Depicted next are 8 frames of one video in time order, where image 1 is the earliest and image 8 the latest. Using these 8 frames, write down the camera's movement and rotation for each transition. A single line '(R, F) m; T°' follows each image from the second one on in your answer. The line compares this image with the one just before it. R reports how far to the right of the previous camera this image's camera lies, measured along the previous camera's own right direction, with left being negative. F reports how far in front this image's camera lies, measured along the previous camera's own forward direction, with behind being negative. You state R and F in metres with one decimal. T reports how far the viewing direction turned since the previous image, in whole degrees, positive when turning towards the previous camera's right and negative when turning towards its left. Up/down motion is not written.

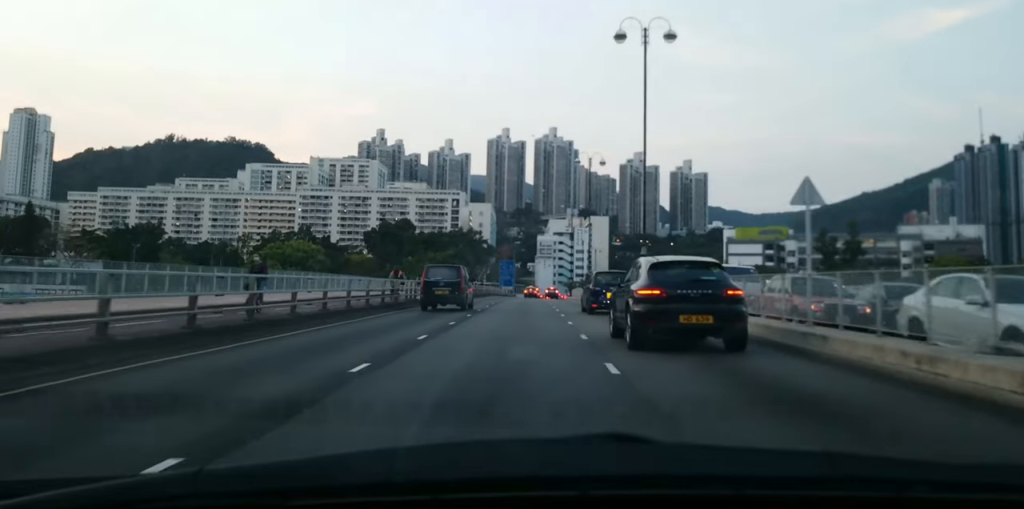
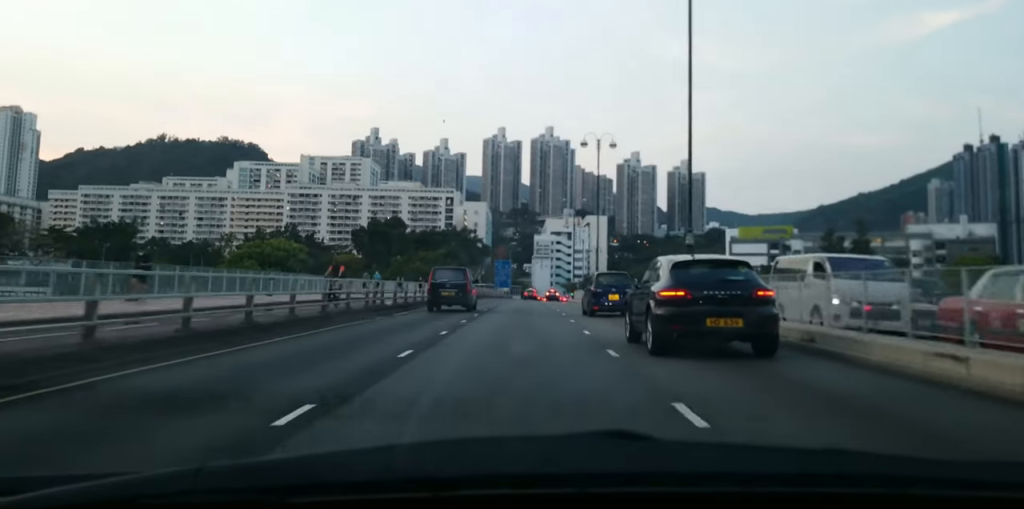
(+0.1, +9.8) m; 0°
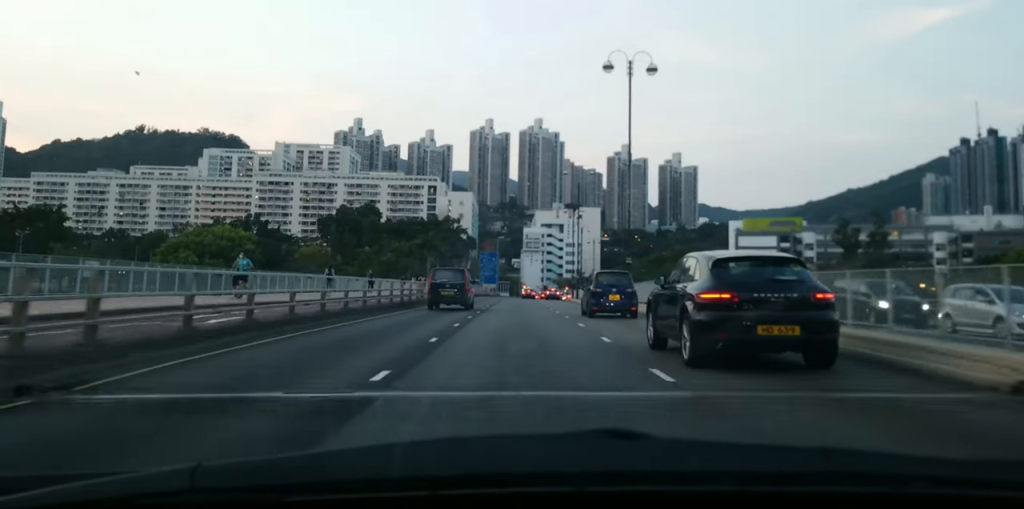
(-0.5, +22.3) m; -1°
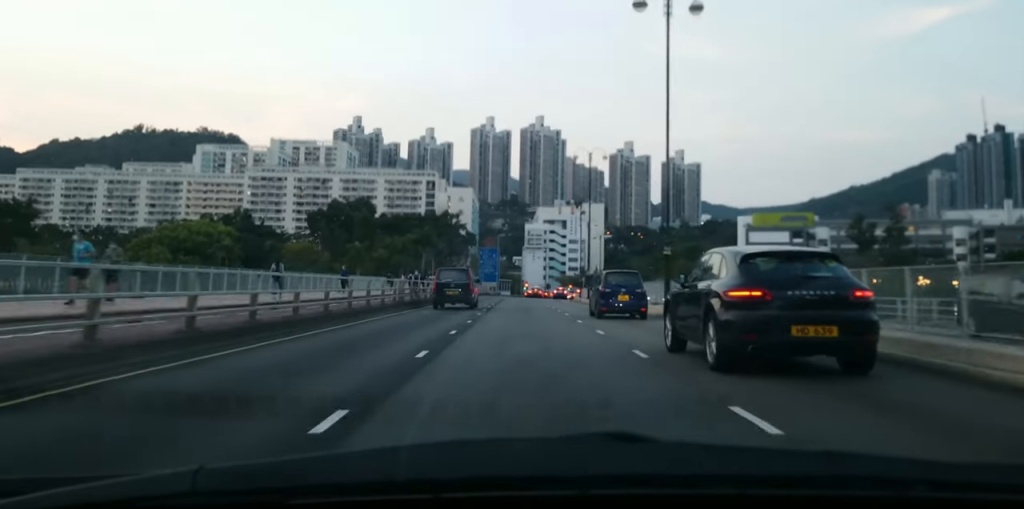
(0.0, +10.5) m; +1°
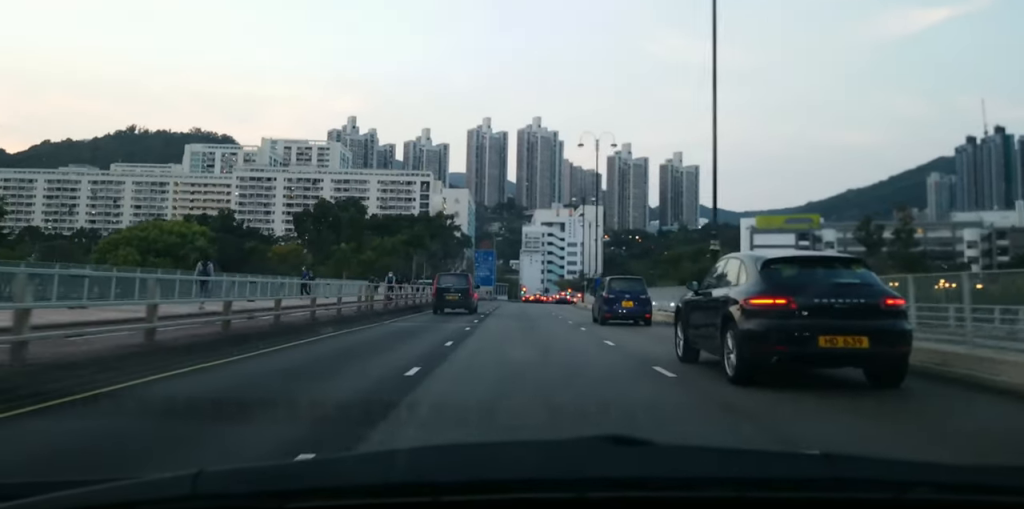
(+0.1, +7.6) m; +2°
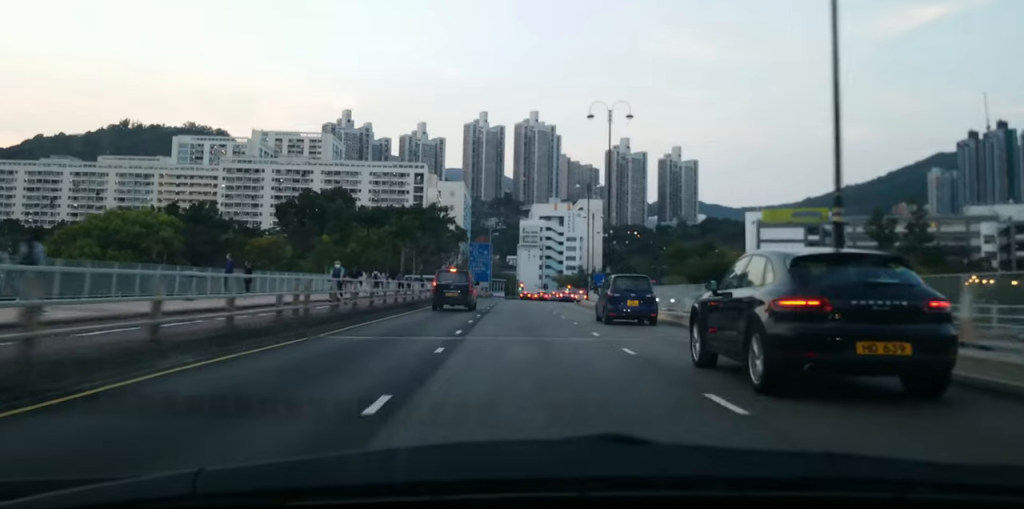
(+0.2, +8.8) m; -1°
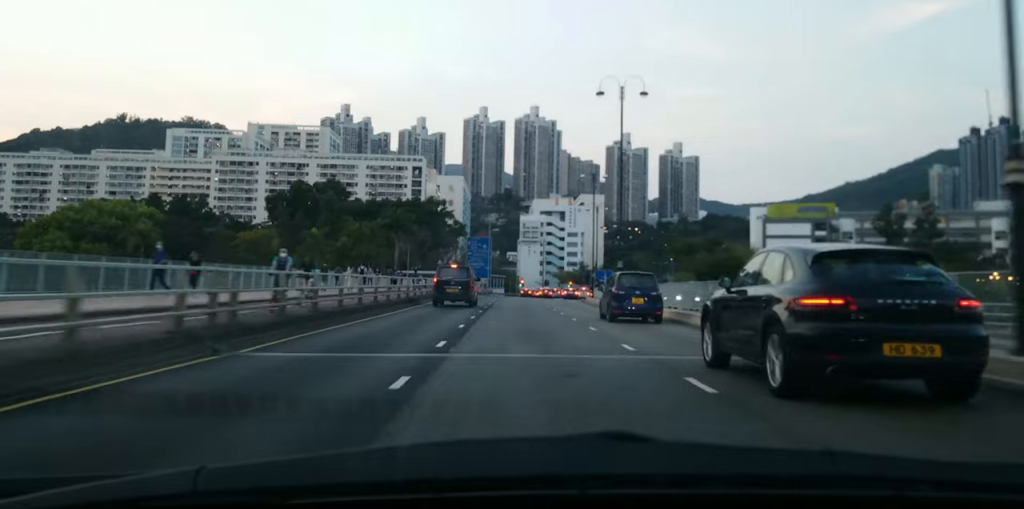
(+0.2, +5.9) m; -1°
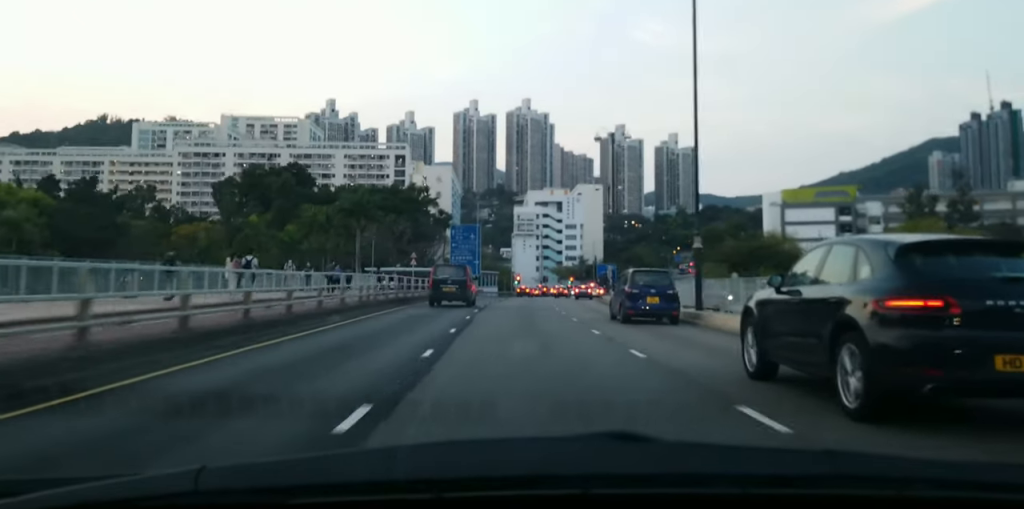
(-0.7, +20.0) m; -1°
